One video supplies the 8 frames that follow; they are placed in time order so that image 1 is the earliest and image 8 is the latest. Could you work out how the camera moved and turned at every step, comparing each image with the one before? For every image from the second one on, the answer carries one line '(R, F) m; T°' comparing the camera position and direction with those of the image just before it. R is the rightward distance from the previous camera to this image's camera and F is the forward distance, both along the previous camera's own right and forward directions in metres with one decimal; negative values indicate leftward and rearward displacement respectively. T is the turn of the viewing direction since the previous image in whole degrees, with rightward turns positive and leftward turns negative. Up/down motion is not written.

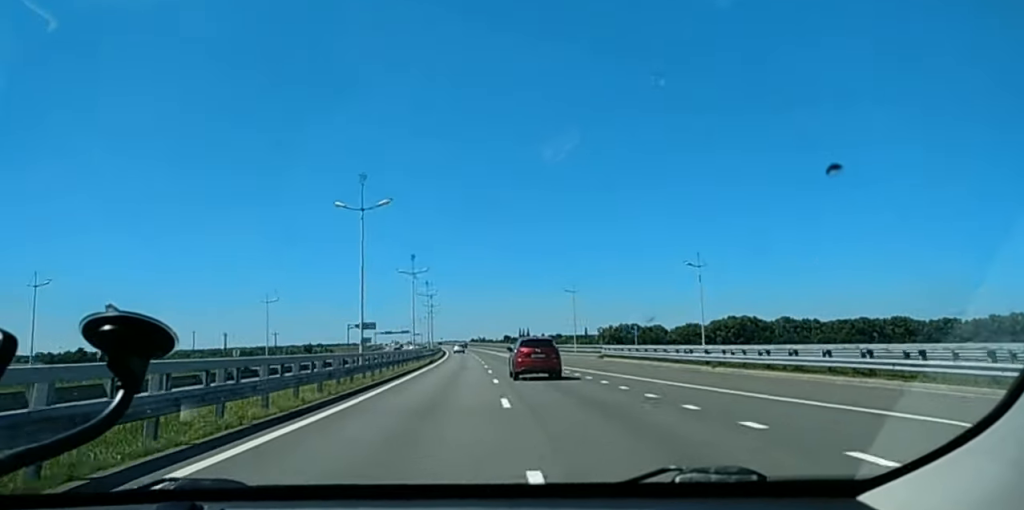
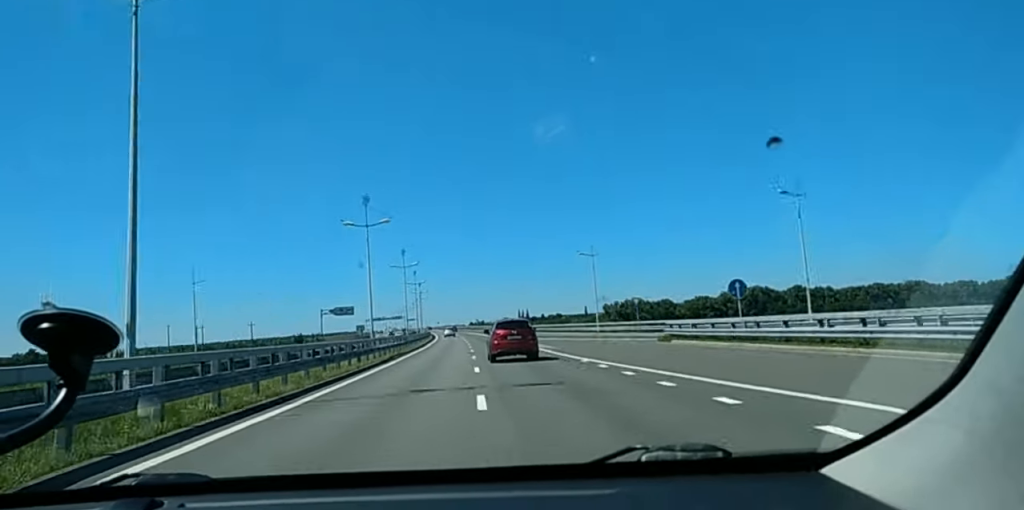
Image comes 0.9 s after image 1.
(+0.1, +26.9) m; -1°
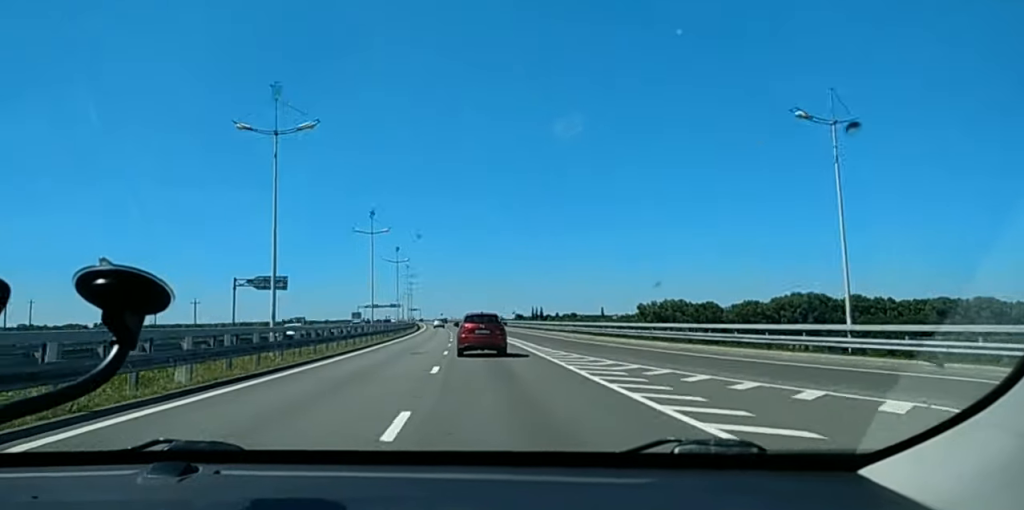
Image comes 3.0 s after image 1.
(-1.3, +66.1) m; -2°
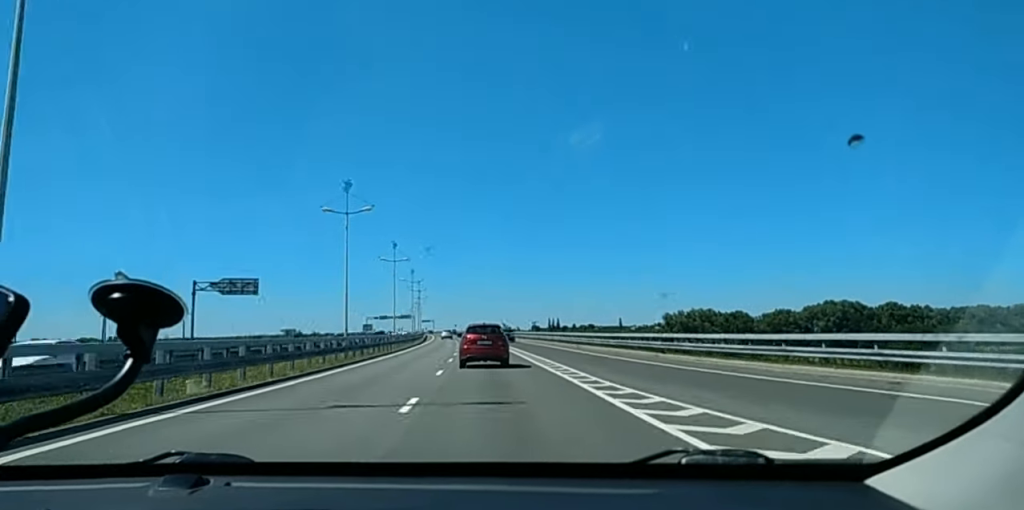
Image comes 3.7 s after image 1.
(-0.1, +20.5) m; -1°
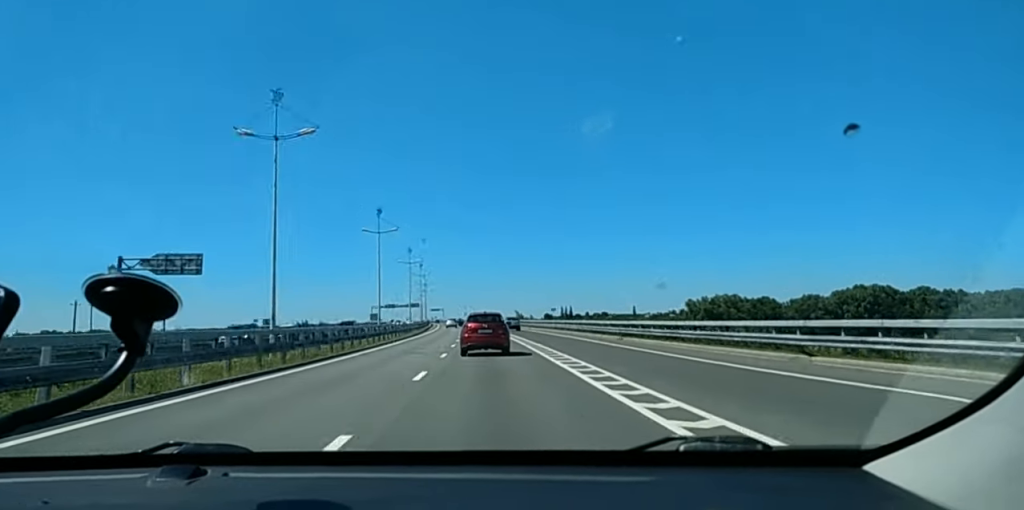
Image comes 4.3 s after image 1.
(-0.2, +19.5) m; -1°
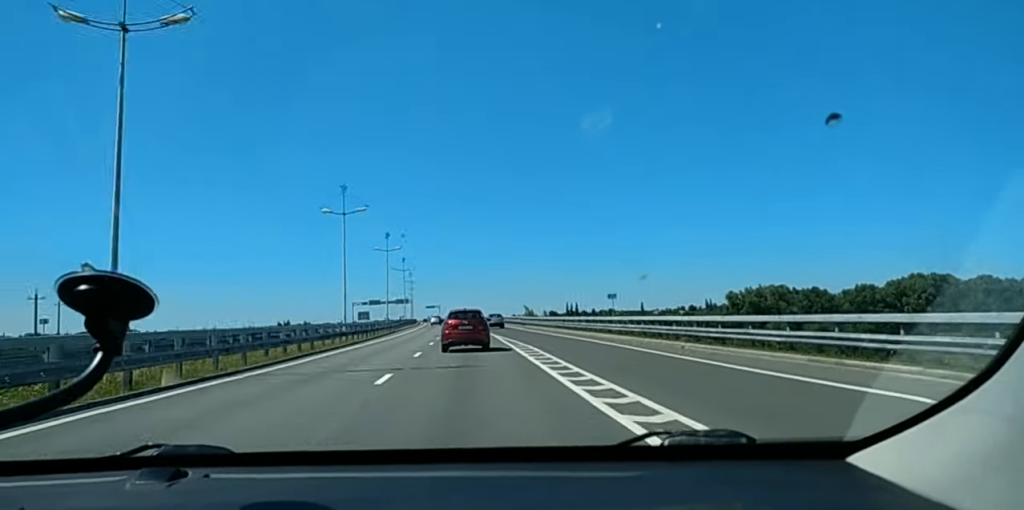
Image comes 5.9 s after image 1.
(-0.6, +47.7) m; -2°
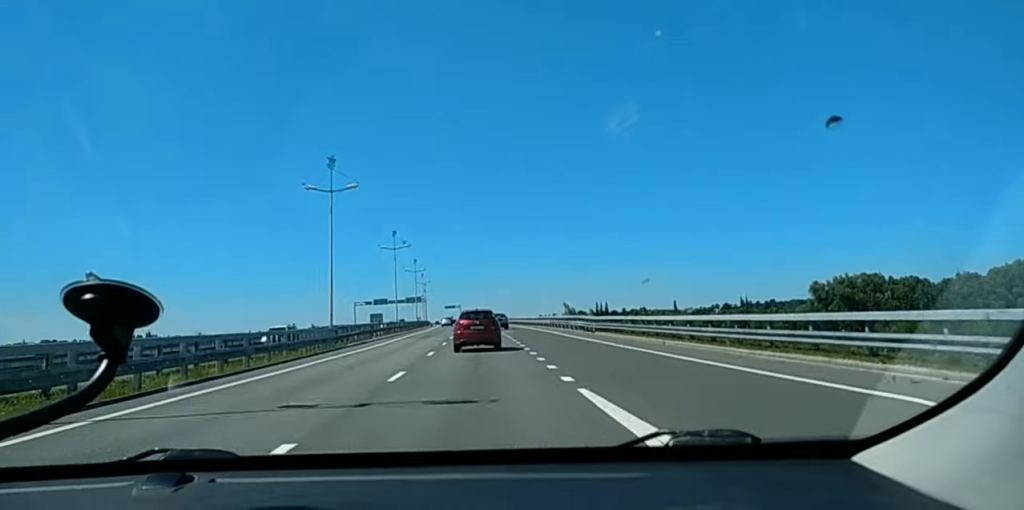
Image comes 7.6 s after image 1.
(-1.3, +45.5) m; -2°
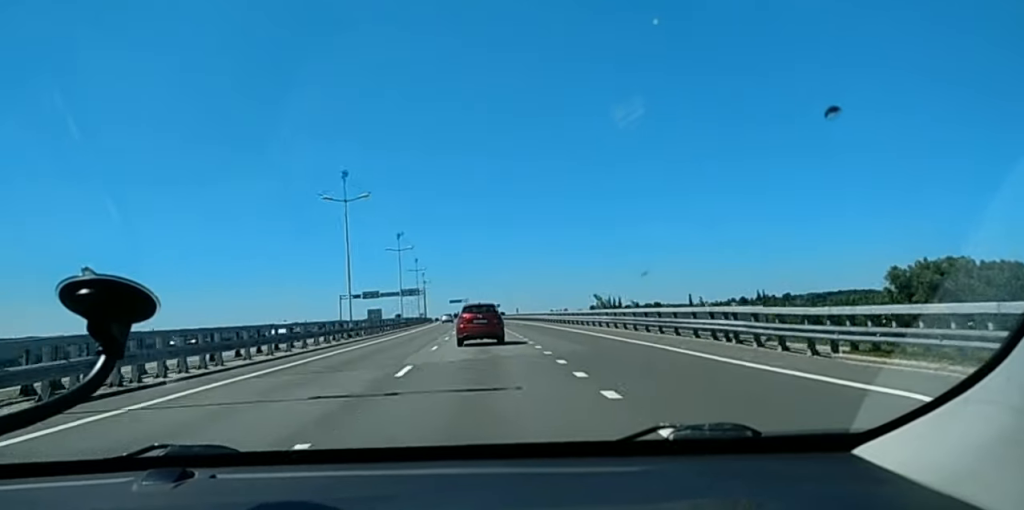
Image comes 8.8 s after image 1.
(-0.4, +36.9) m; -1°
